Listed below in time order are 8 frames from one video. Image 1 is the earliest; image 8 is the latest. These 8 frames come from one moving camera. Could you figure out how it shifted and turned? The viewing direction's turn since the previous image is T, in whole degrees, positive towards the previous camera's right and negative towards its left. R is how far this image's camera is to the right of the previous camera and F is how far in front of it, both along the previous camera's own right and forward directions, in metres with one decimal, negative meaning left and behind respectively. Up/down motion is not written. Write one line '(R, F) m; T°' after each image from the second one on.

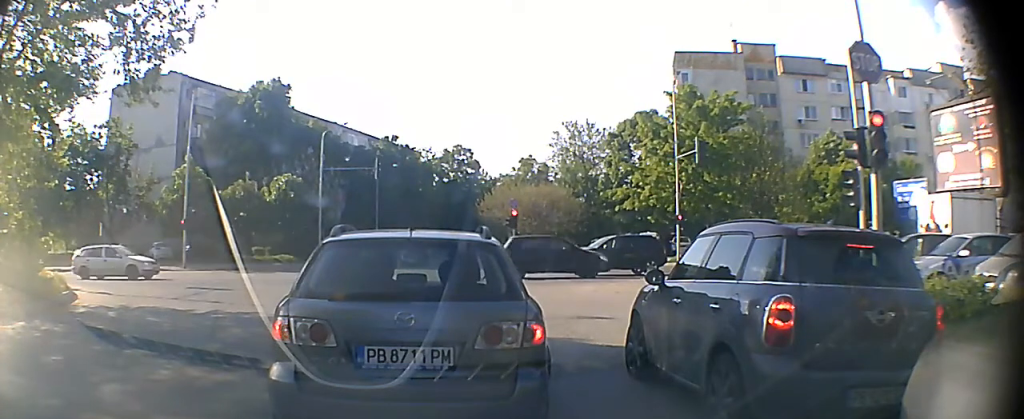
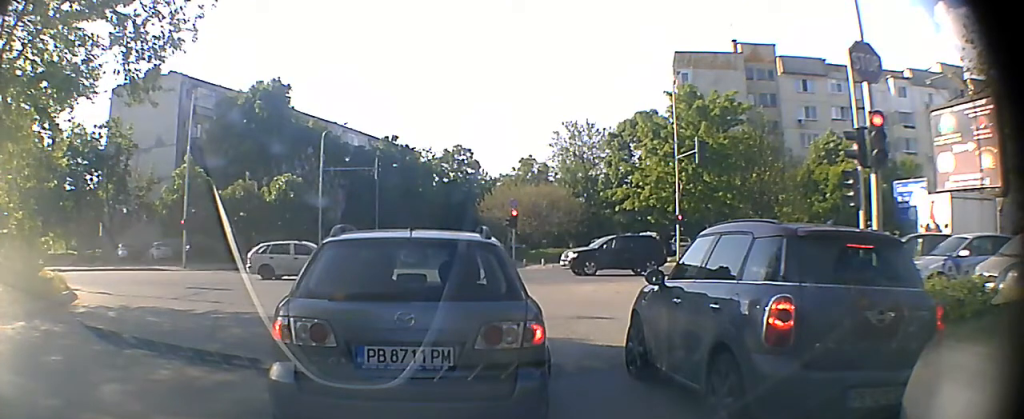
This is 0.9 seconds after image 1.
(0.0, 0.0) m; 0°
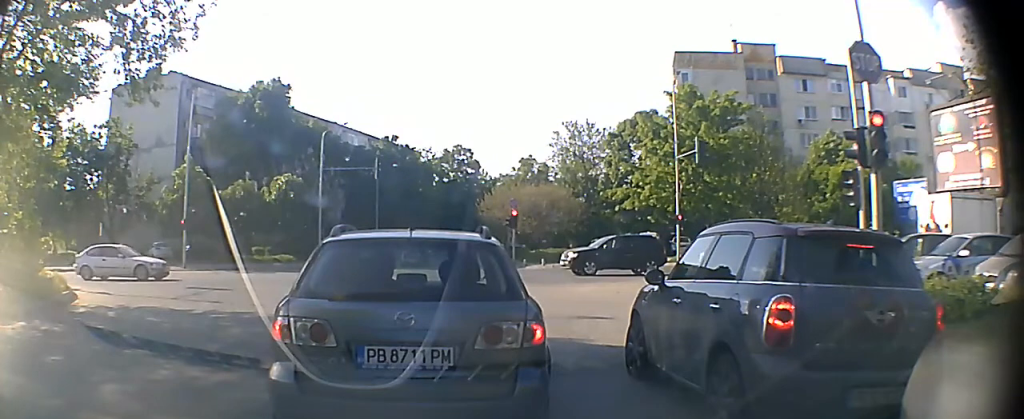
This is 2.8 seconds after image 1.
(0.0, 0.0) m; 0°
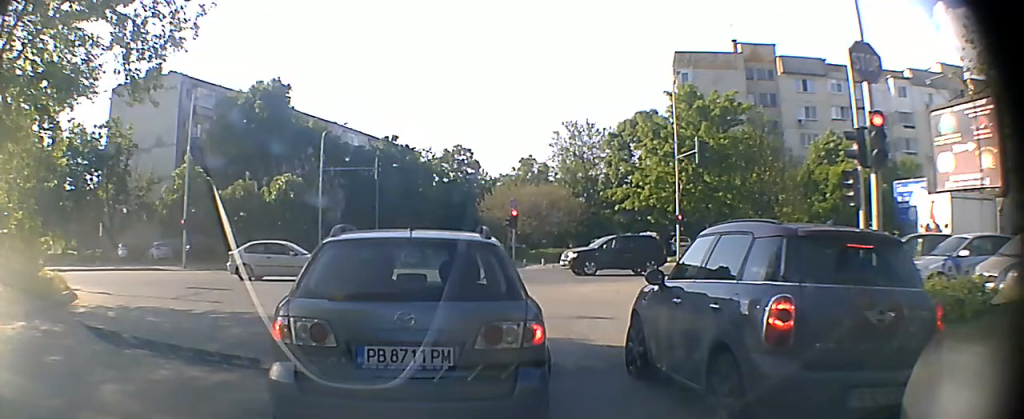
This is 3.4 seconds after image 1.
(0.0, 0.0) m; 0°
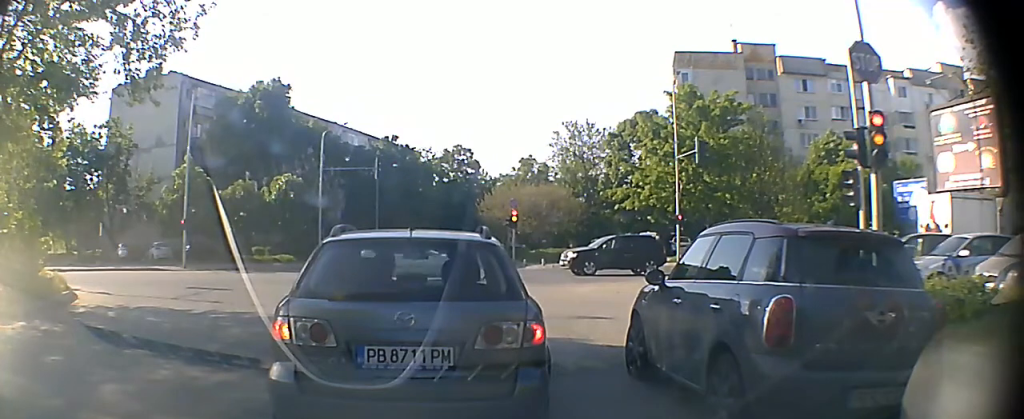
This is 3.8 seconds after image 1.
(0.0, +0.1) m; 0°
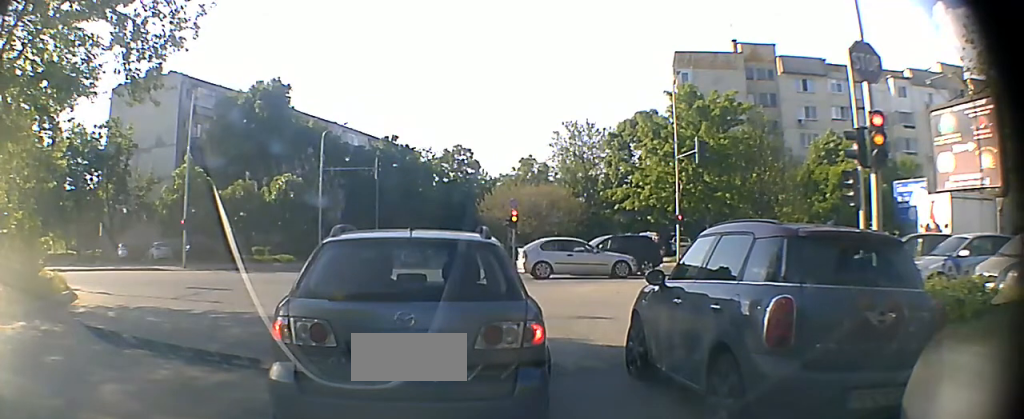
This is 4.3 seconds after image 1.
(0.0, +0.2) m; 0°
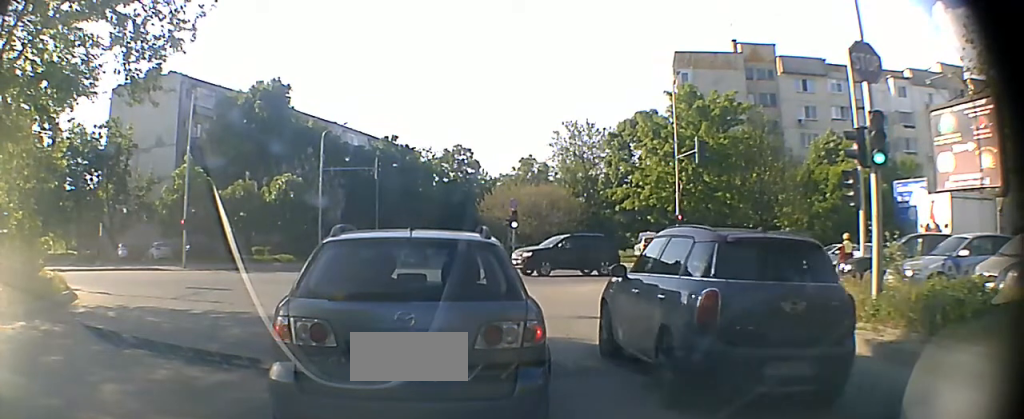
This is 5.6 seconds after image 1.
(0.0, +1.1) m; 0°
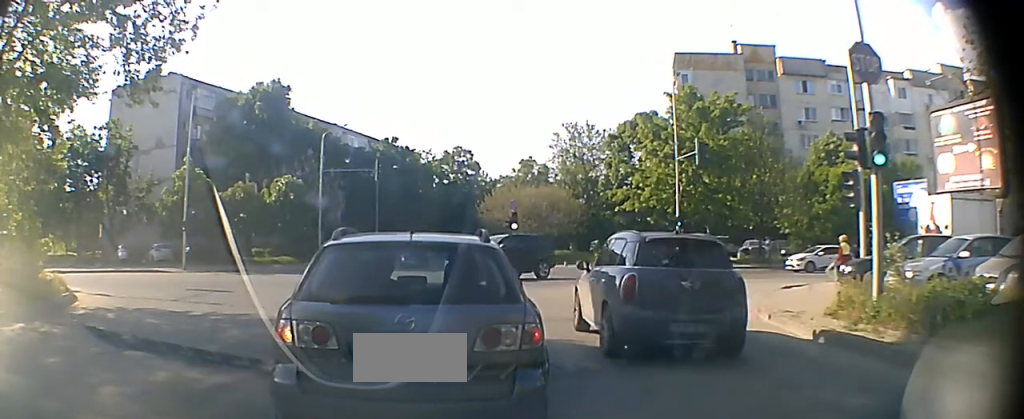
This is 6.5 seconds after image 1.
(0.0, +1.9) m; 0°
